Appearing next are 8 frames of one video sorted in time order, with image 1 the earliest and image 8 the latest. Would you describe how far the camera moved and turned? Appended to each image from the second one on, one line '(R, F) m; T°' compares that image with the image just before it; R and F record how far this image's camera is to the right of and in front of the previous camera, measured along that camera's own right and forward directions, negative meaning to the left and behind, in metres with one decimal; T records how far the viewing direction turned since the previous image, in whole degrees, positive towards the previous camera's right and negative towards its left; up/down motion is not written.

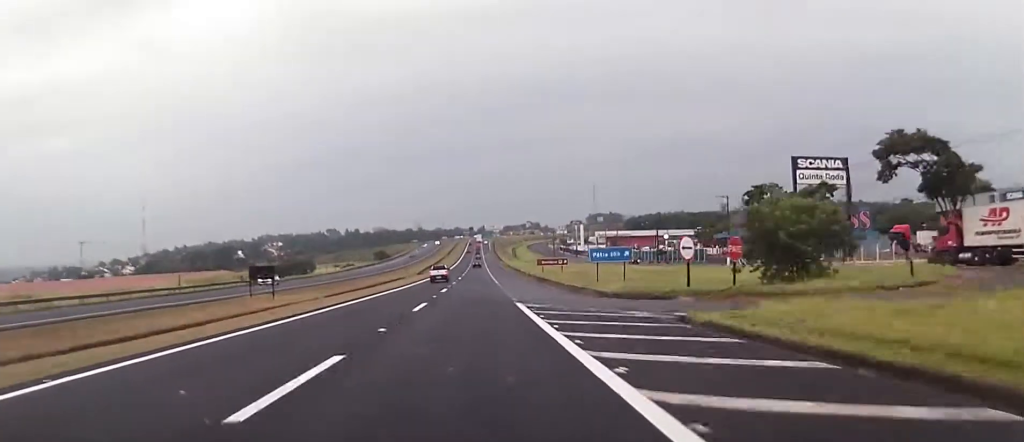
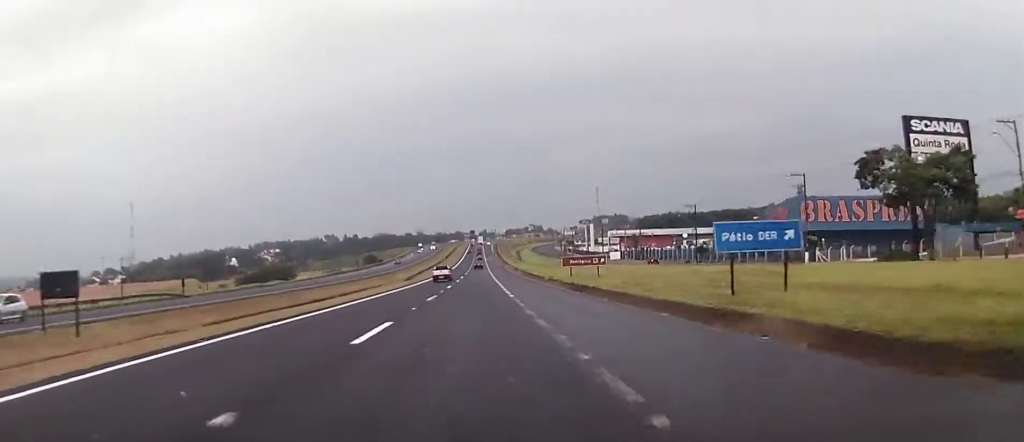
(+0.2, +25.8) m; 0°
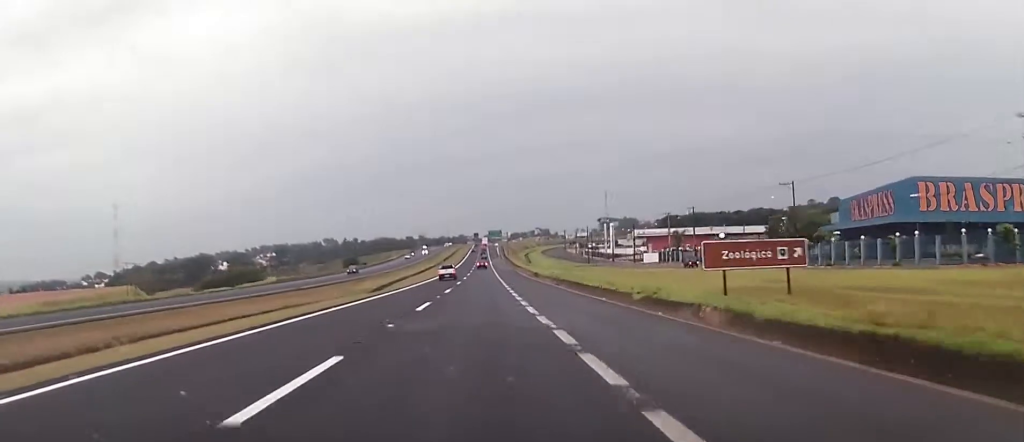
(-0.5, +38.0) m; -1°
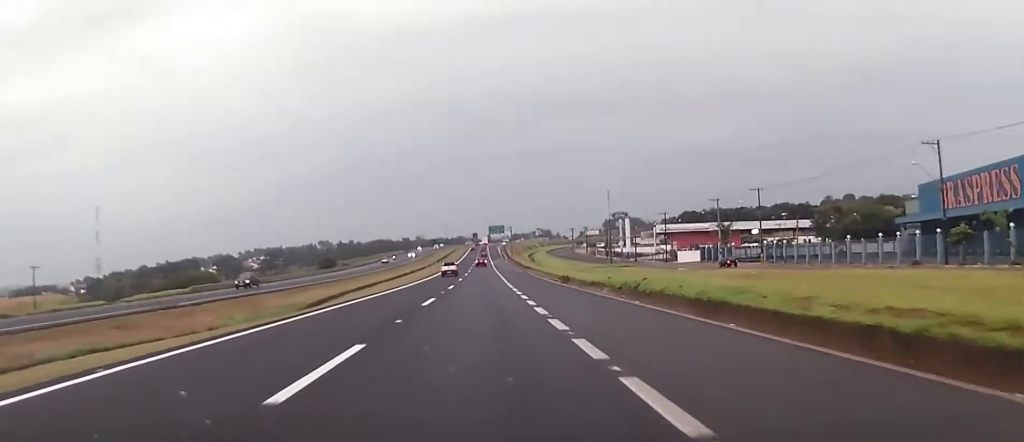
(0.0, +30.1) m; 0°
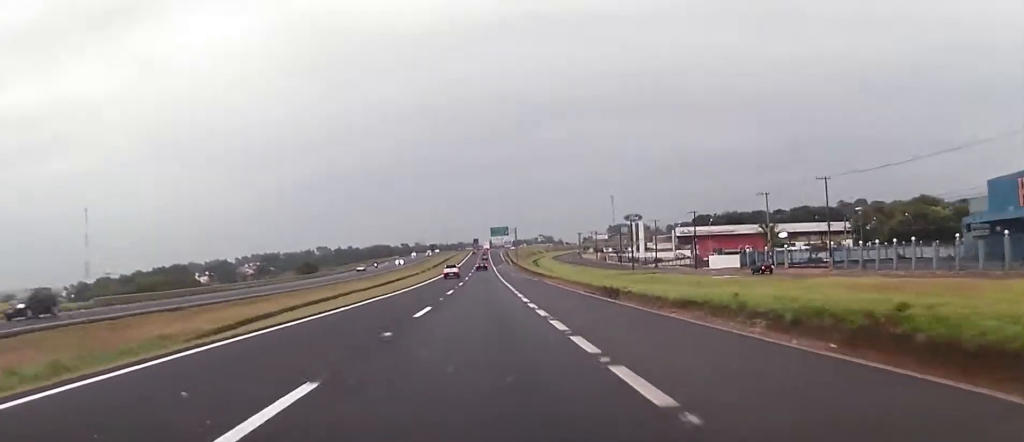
(0.0, +19.0) m; 0°
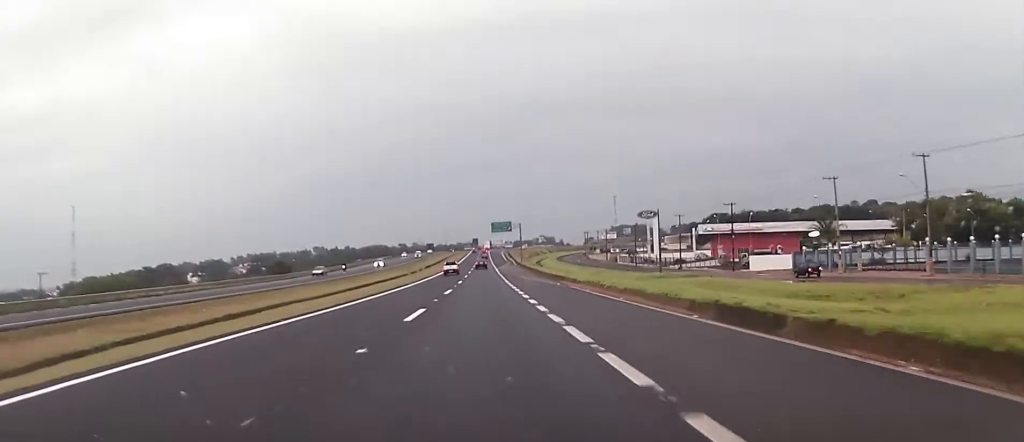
(0.0, +18.7) m; +1°
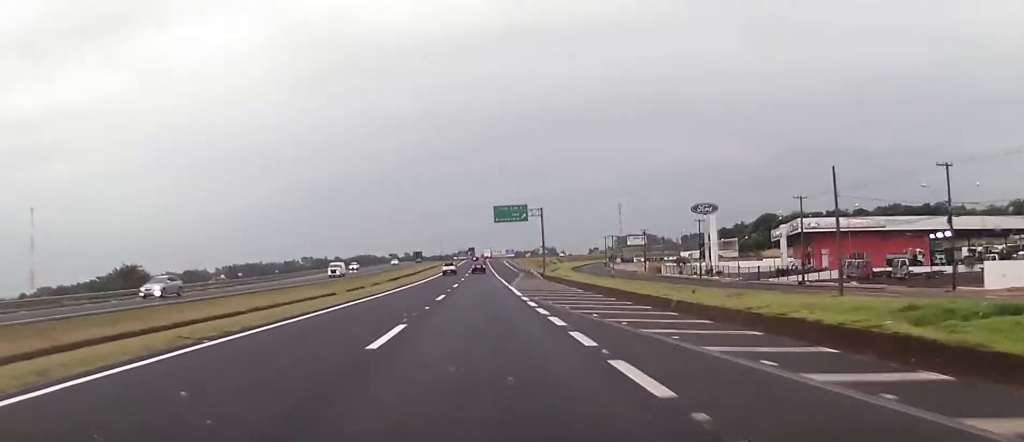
(-0.2, +52.1) m; -1°
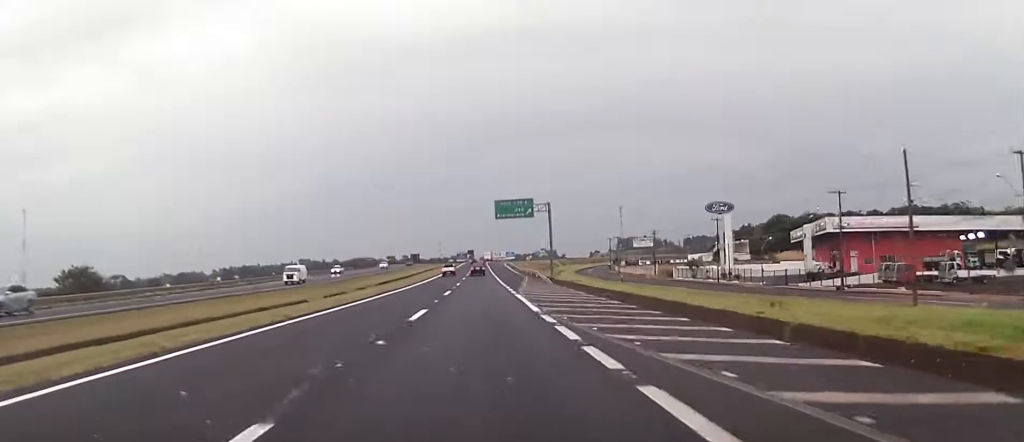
(-0.1, +9.2) m; 0°
